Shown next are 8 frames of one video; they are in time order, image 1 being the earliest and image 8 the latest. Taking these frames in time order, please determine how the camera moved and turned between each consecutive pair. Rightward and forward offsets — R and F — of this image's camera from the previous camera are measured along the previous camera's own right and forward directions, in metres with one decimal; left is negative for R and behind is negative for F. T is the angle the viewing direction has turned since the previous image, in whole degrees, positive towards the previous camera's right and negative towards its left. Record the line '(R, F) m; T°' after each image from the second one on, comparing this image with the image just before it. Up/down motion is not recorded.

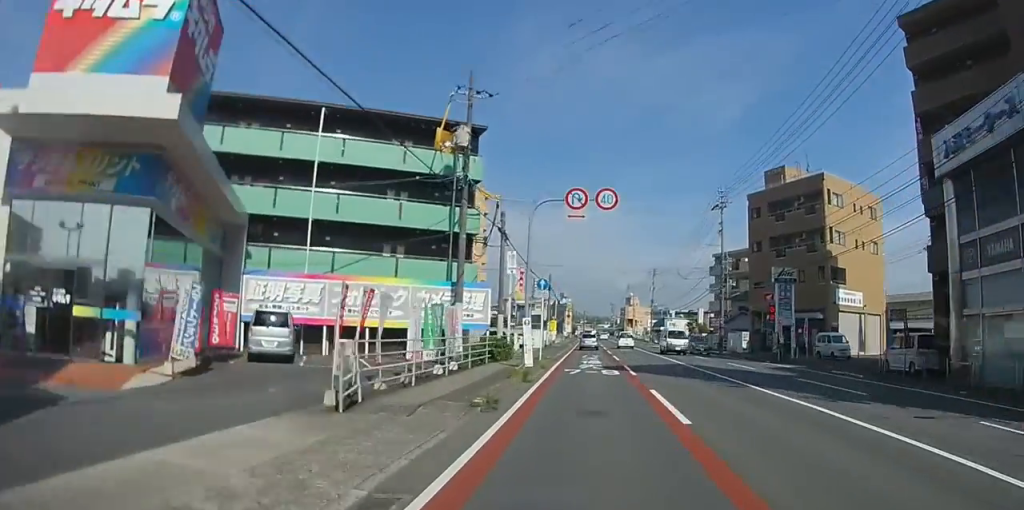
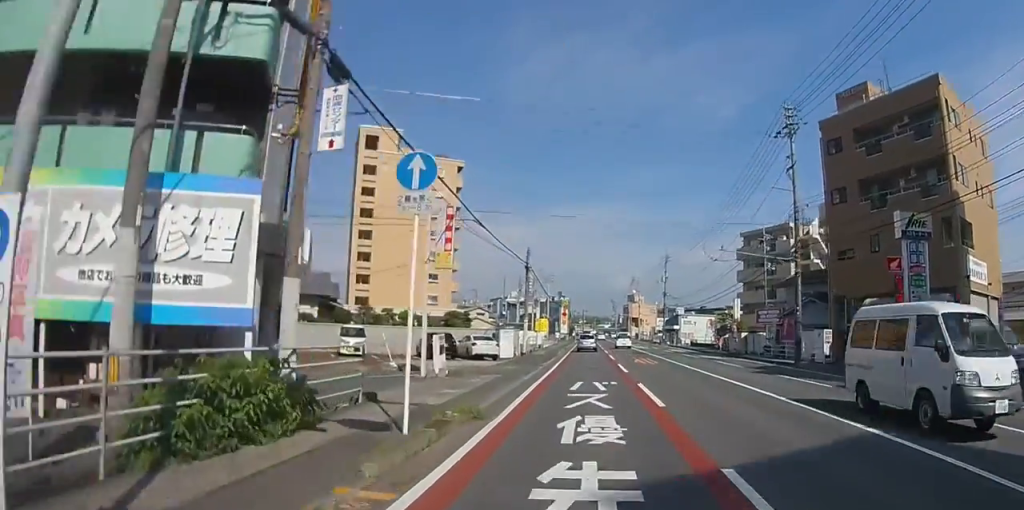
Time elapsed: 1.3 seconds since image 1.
(-0.1, +17.9) m; 0°
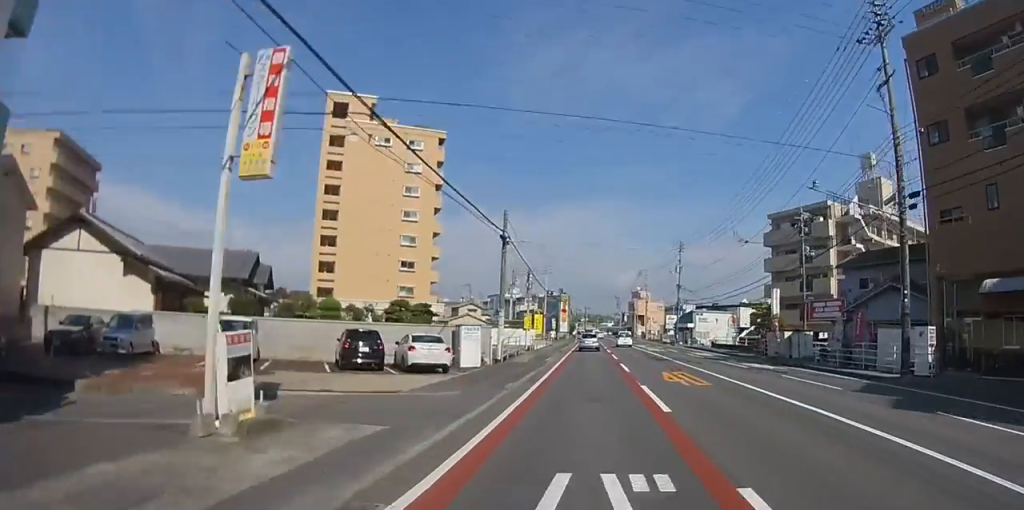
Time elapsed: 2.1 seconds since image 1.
(0.0, +10.6) m; 0°
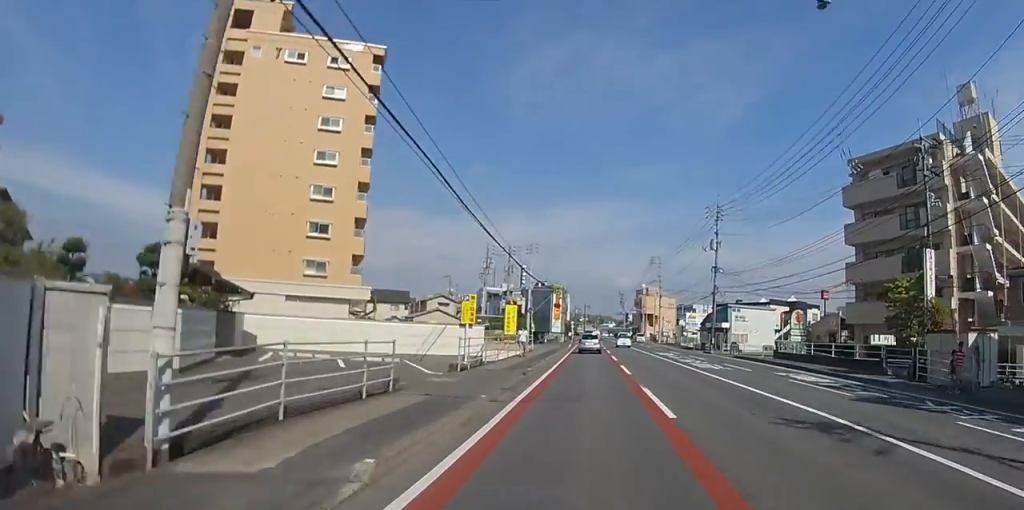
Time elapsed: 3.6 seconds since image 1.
(-0.1, +21.0) m; 0°
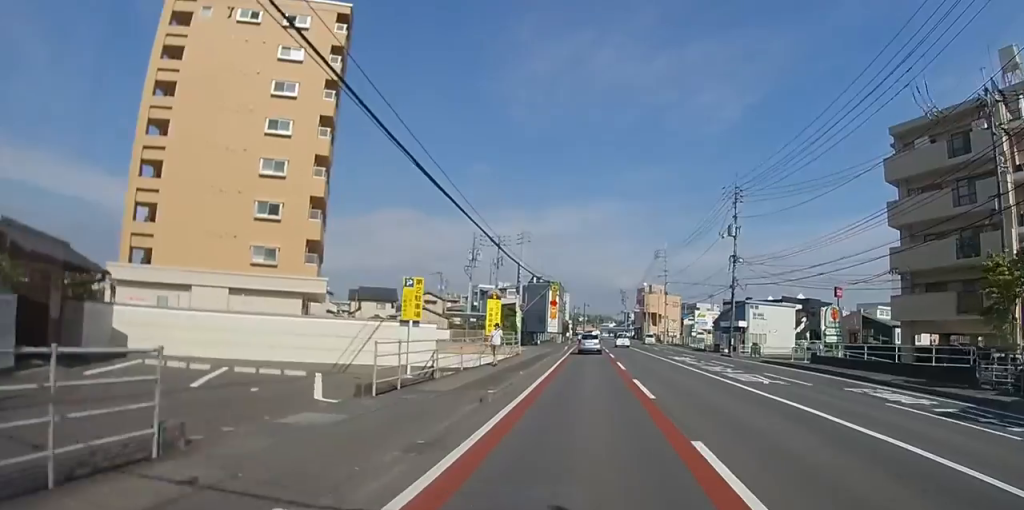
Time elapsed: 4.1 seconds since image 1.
(0.0, +6.8) m; 0°
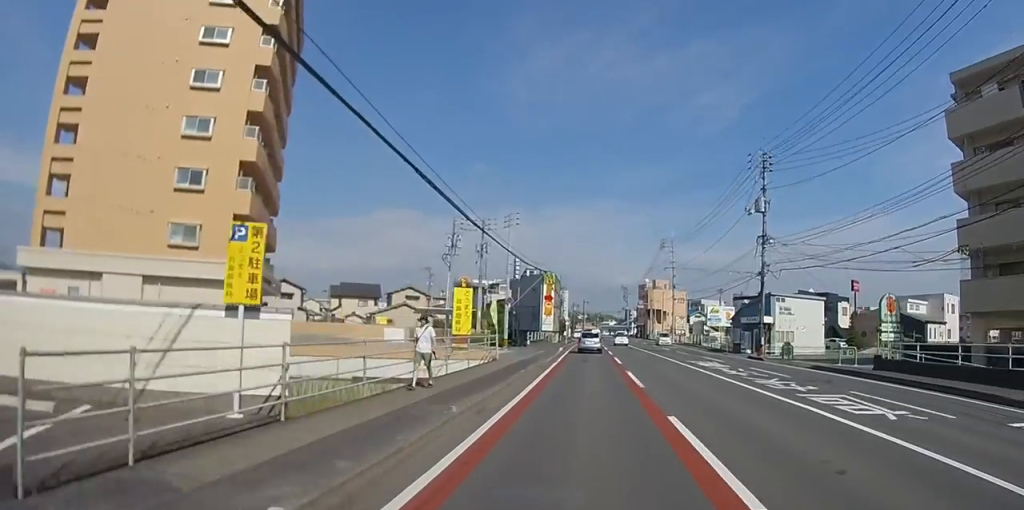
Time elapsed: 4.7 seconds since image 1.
(+0.1, +8.1) m; 0°
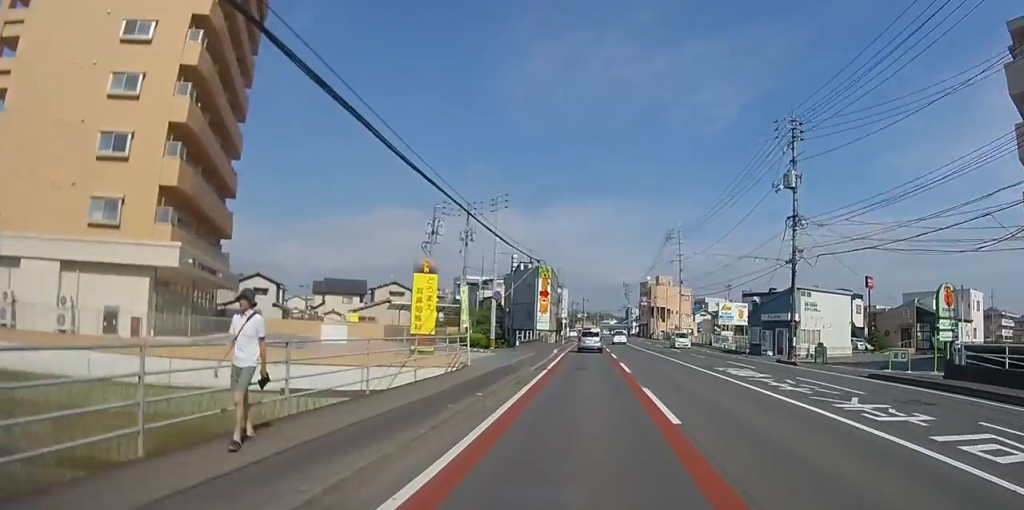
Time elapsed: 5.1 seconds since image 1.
(0.0, +5.8) m; 0°
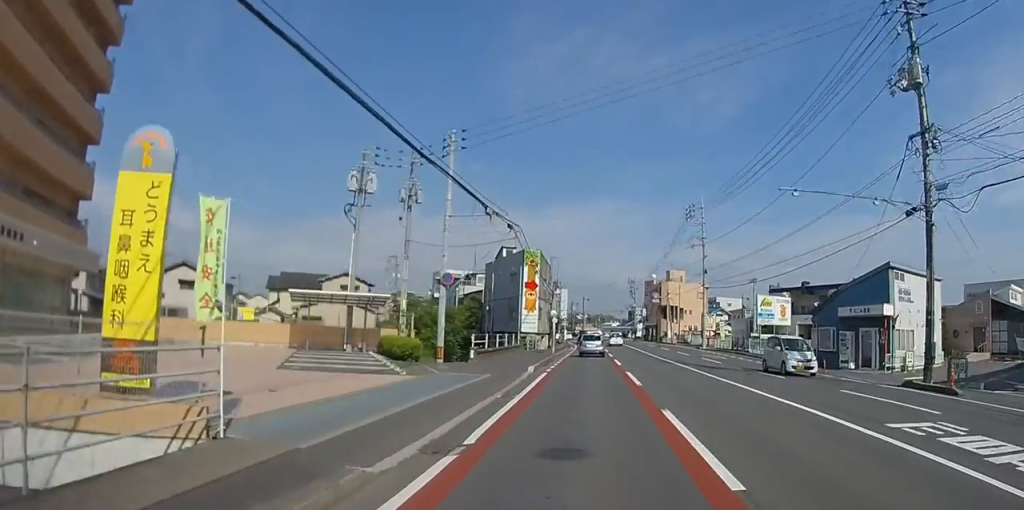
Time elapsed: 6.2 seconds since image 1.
(0.0, +14.5) m; 0°
